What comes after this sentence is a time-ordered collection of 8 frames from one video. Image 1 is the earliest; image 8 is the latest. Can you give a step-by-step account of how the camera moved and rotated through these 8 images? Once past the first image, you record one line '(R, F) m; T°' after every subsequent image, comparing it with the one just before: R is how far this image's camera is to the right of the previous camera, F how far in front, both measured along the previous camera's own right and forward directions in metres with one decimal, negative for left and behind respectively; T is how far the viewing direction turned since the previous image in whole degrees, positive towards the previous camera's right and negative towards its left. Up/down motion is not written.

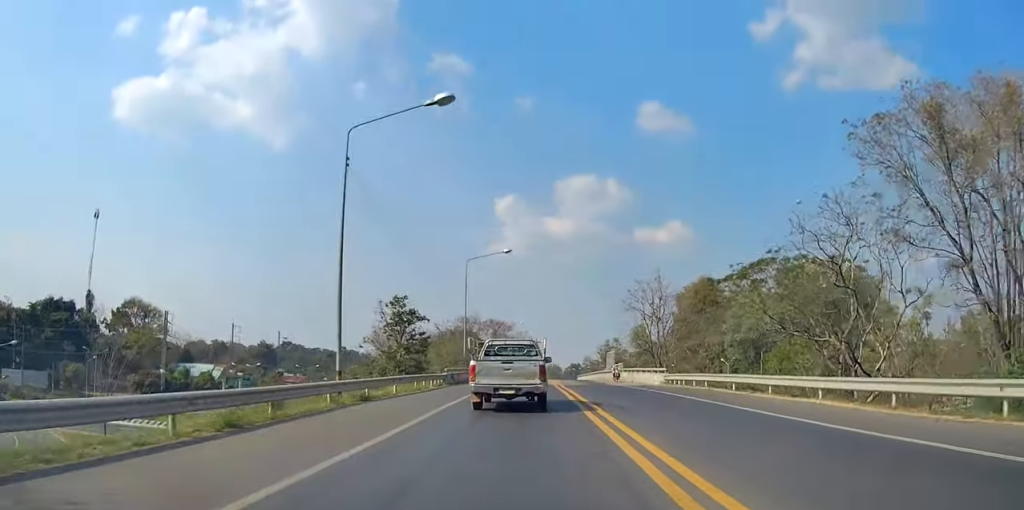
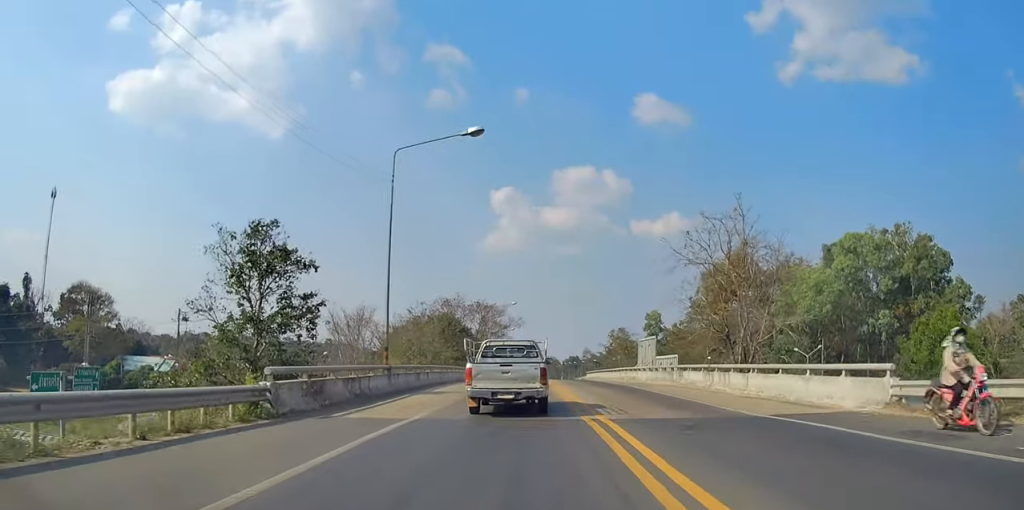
(+1.0, +24.6) m; +3°
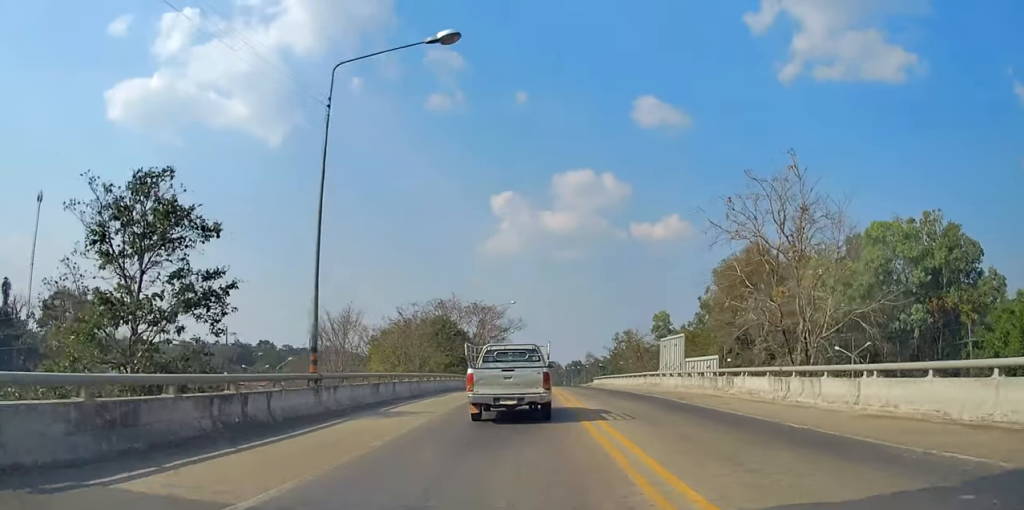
(0.0, +8.0) m; 0°
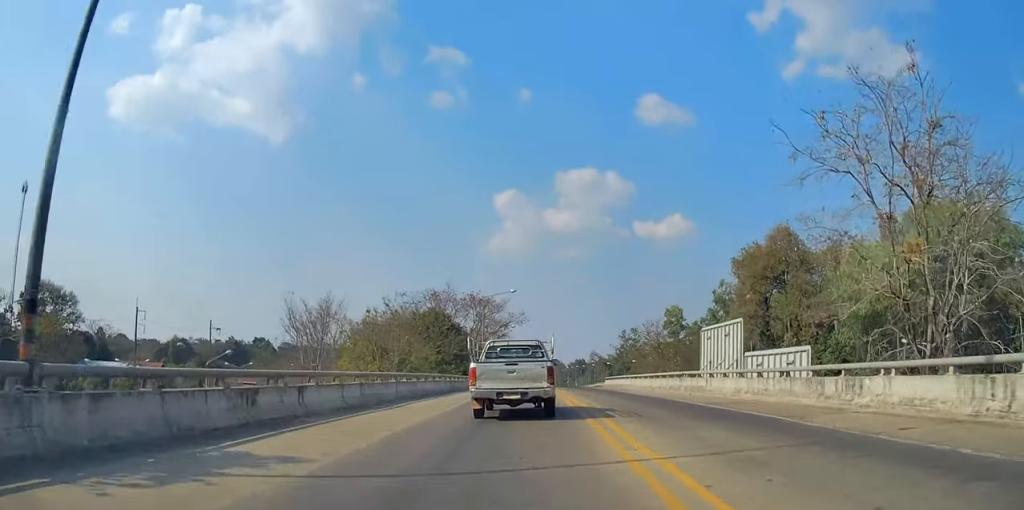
(0.0, +9.8) m; 0°
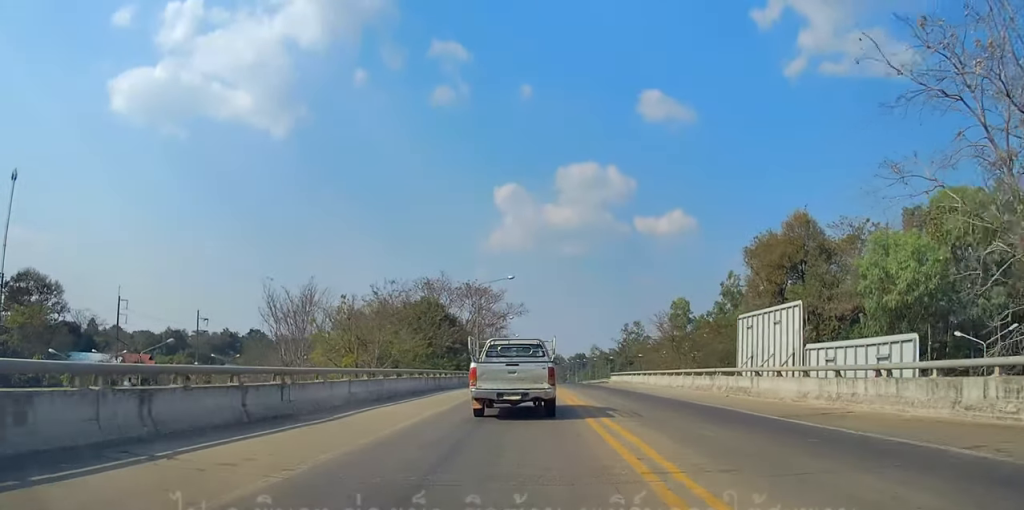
(0.0, +6.0) m; 0°
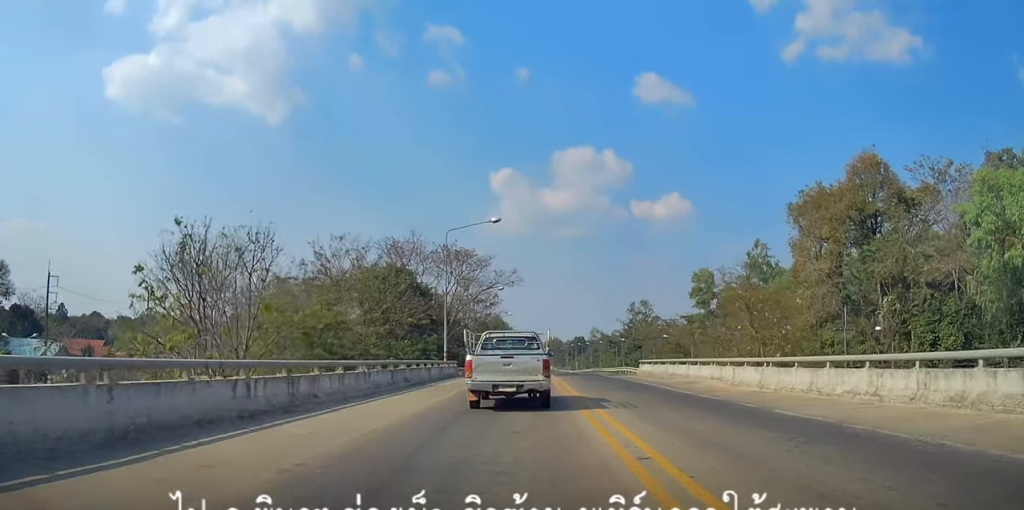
(-0.1, +18.8) m; -2°
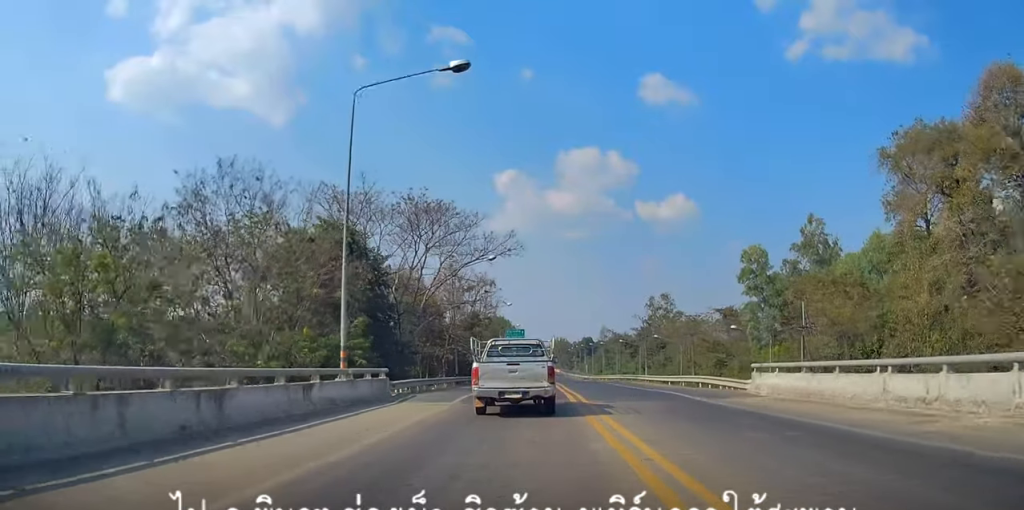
(-0.8, +22.6) m; 0°
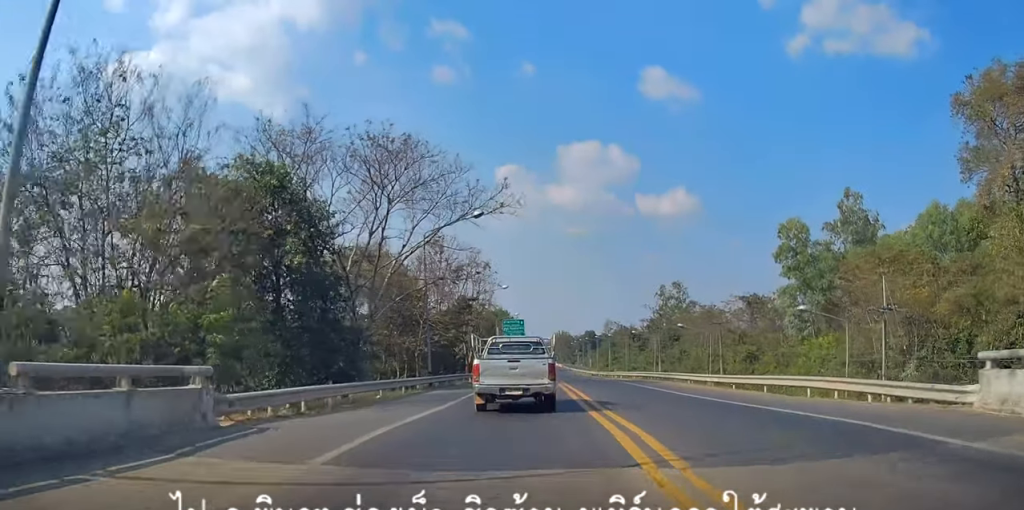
(+0.6, +12.6) m; +3°
